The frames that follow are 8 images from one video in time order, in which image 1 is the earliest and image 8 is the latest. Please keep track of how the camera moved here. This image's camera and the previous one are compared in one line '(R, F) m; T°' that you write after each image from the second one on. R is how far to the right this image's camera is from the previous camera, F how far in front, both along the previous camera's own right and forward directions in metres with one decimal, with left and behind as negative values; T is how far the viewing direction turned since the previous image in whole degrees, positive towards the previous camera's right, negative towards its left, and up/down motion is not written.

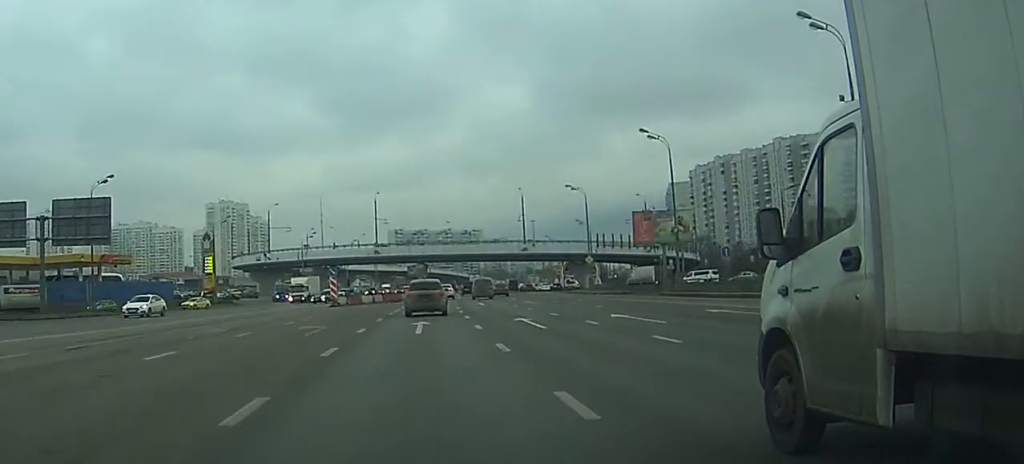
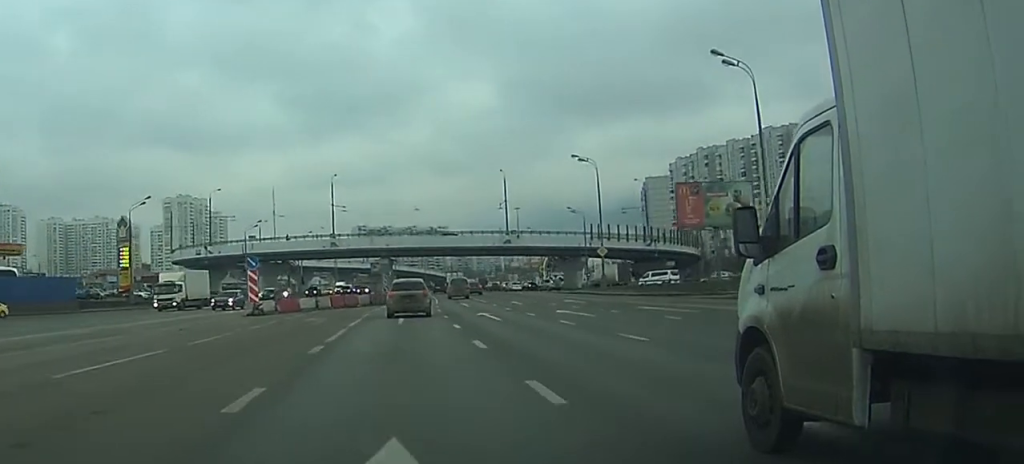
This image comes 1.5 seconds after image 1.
(+0.2, +23.3) m; +2°
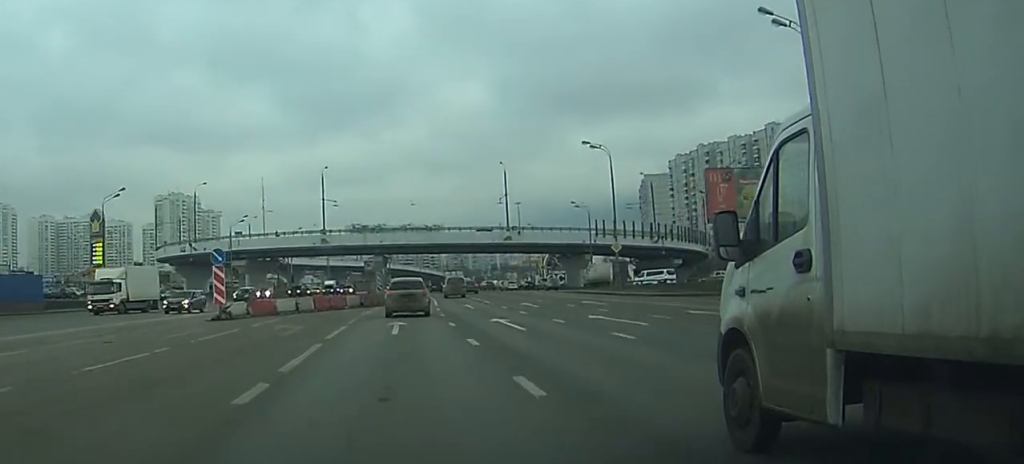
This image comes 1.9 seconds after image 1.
(+0.1, +7.3) m; +1°
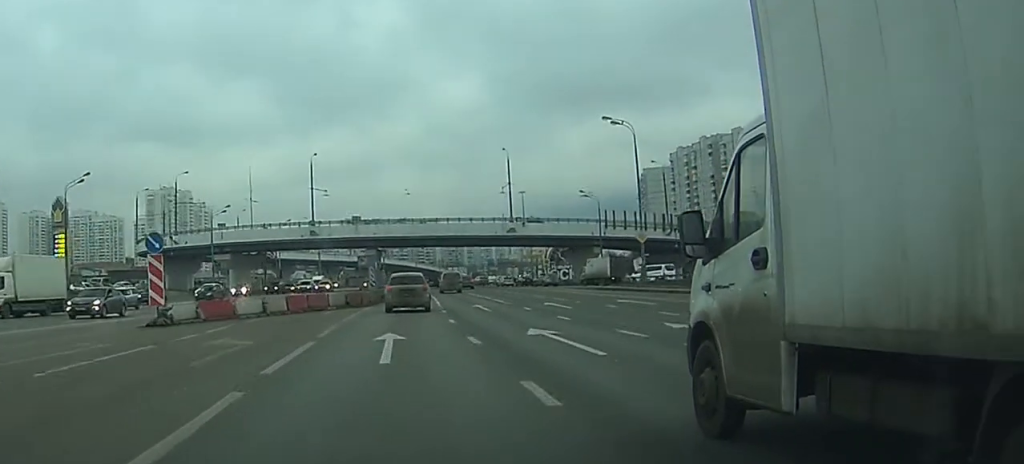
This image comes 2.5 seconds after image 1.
(+0.1, +9.3) m; +1°
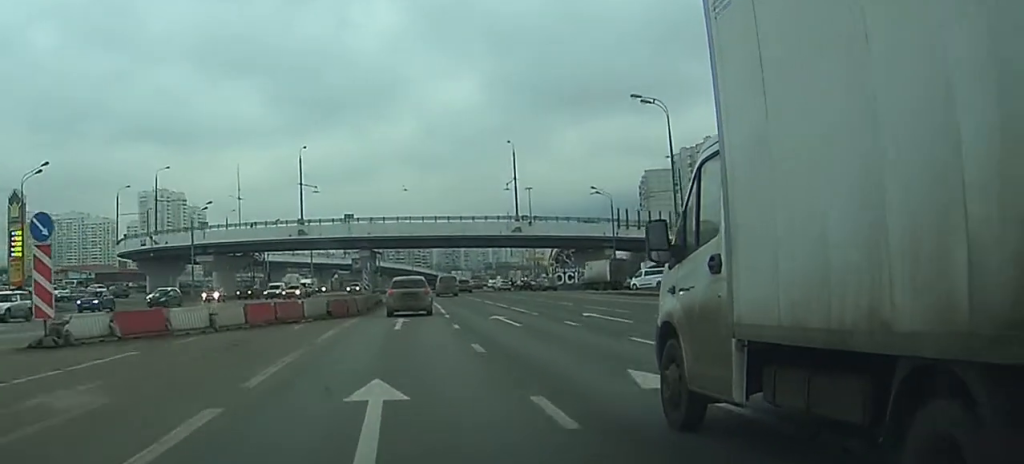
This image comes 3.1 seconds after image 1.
(0.0, +9.2) m; 0°
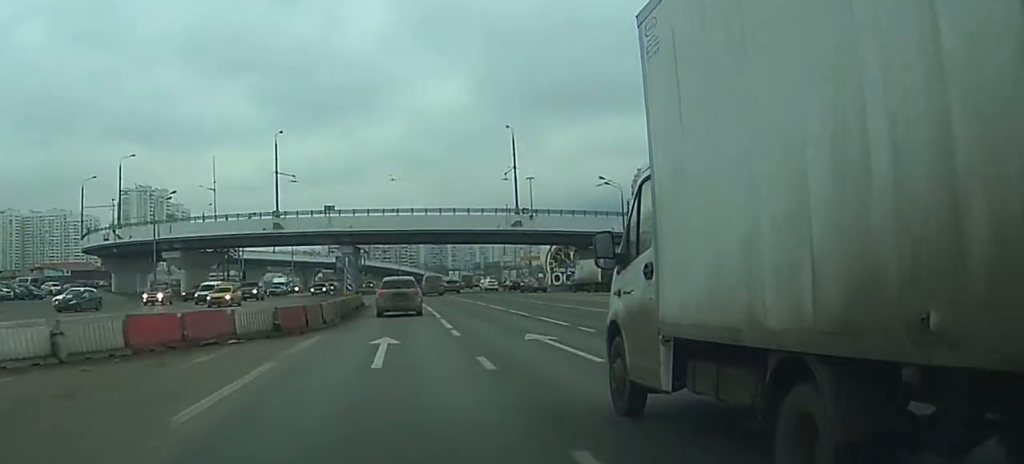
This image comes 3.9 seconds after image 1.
(+0.1, +11.0) m; 0°
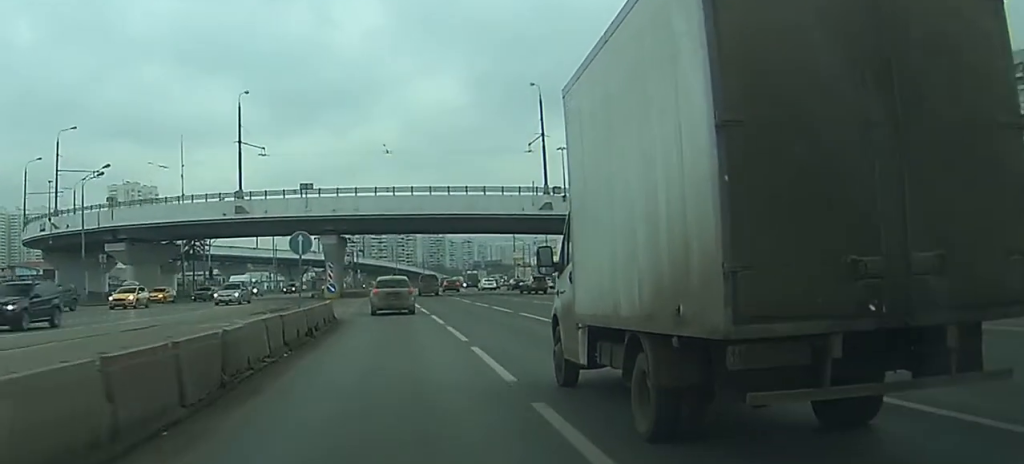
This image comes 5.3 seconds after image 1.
(+0.1, +21.0) m; +1°
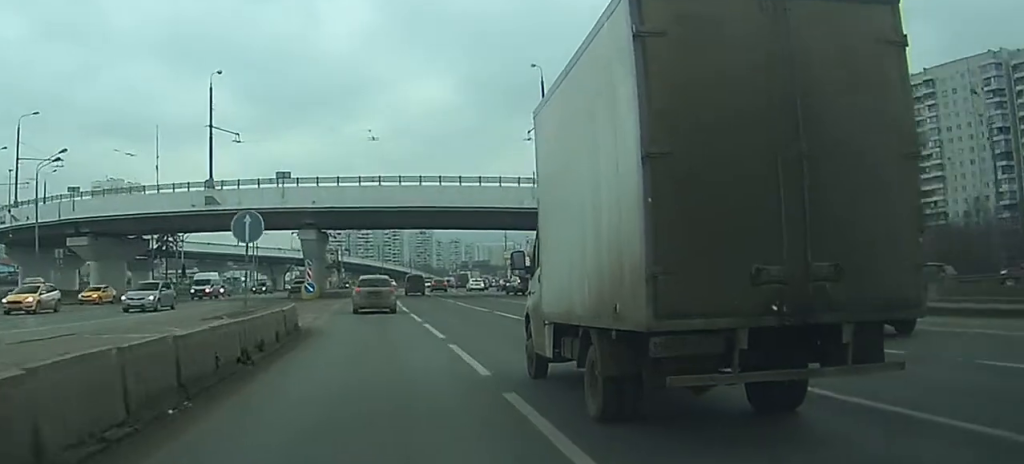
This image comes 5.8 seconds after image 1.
(+0.1, +7.1) m; 0°
